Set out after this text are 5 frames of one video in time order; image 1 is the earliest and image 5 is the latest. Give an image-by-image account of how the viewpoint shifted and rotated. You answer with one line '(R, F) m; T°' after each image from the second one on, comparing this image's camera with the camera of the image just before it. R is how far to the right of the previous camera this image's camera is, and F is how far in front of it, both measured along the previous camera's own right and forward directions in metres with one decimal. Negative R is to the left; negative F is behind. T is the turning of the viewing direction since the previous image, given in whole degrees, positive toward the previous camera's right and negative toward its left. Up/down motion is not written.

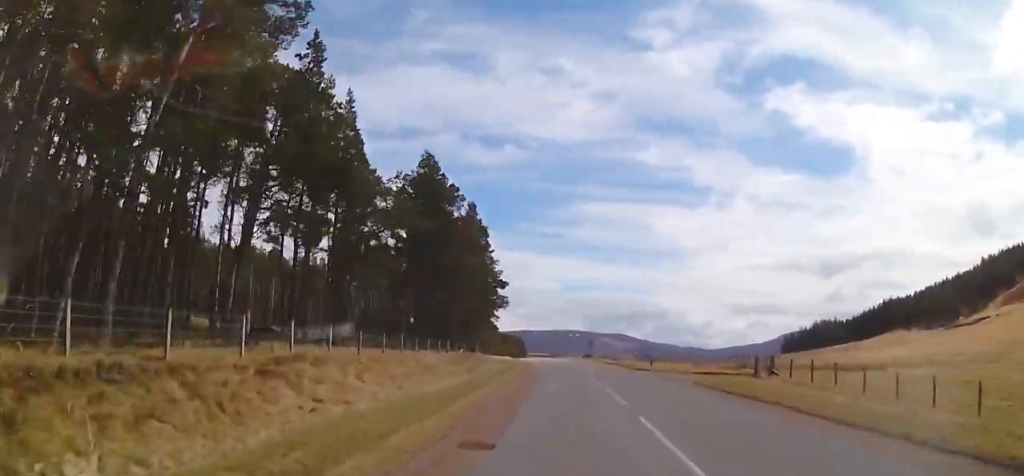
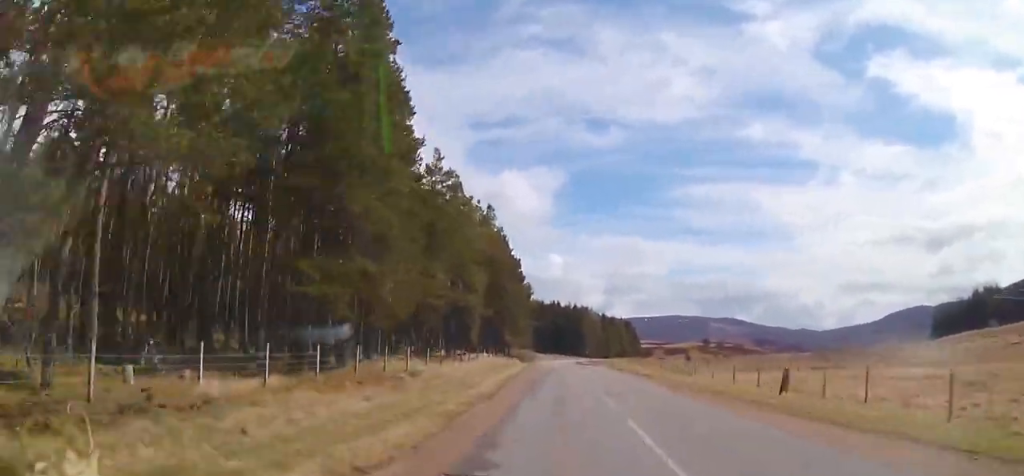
(-10.5, +95.8) m; -13°
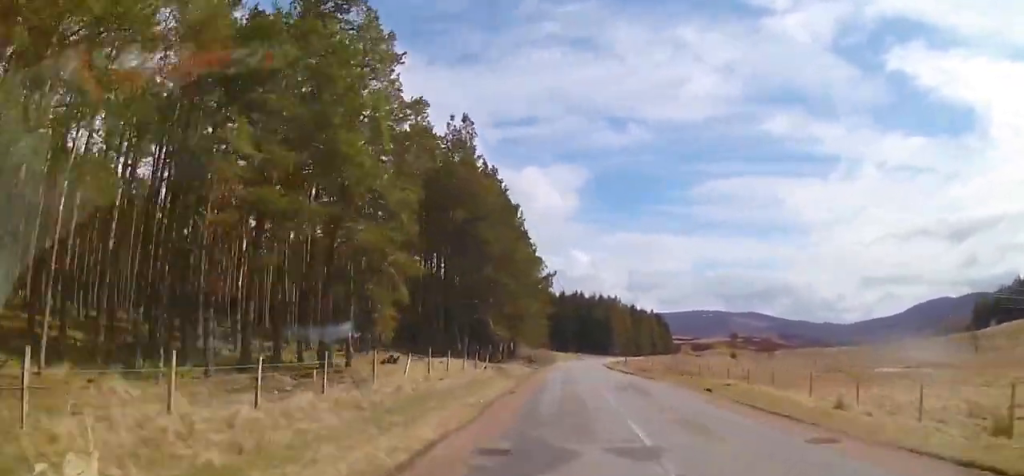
(-1.2, +25.6) m; 0°
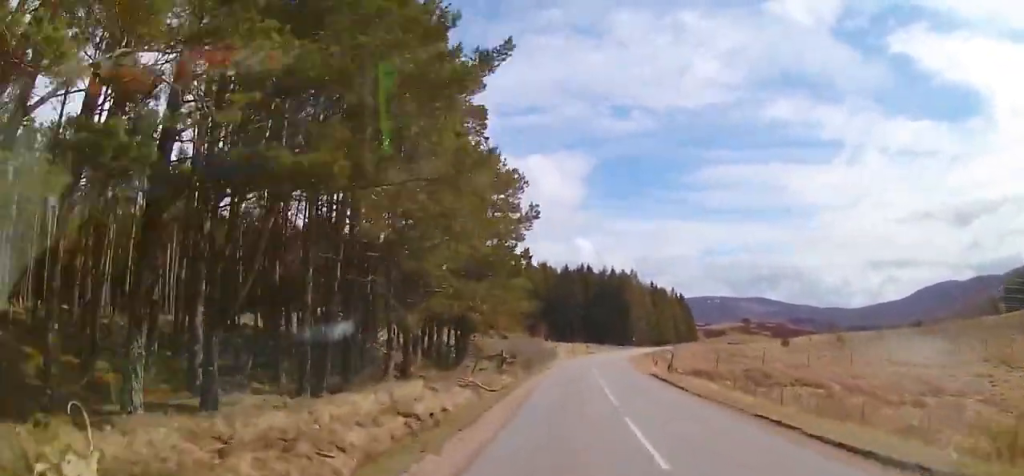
(-0.9, +33.9) m; +1°
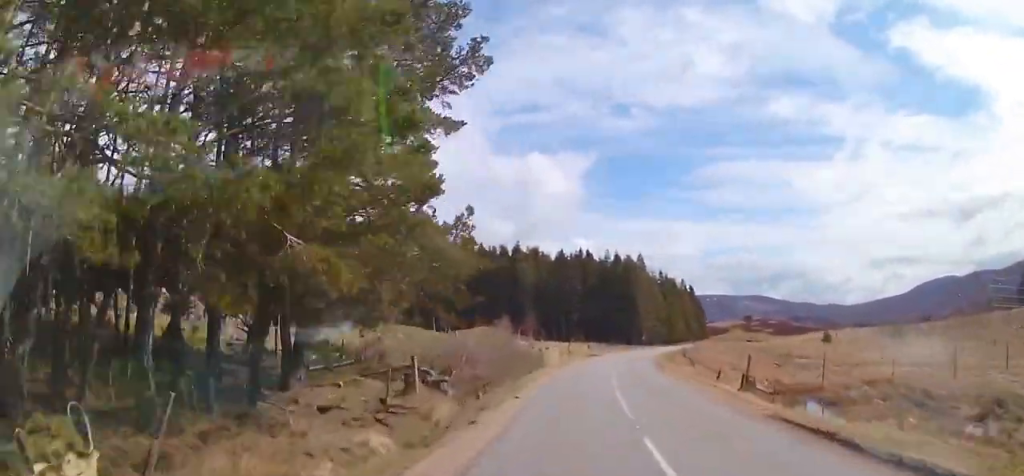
(+0.5, +20.8) m; +3°
